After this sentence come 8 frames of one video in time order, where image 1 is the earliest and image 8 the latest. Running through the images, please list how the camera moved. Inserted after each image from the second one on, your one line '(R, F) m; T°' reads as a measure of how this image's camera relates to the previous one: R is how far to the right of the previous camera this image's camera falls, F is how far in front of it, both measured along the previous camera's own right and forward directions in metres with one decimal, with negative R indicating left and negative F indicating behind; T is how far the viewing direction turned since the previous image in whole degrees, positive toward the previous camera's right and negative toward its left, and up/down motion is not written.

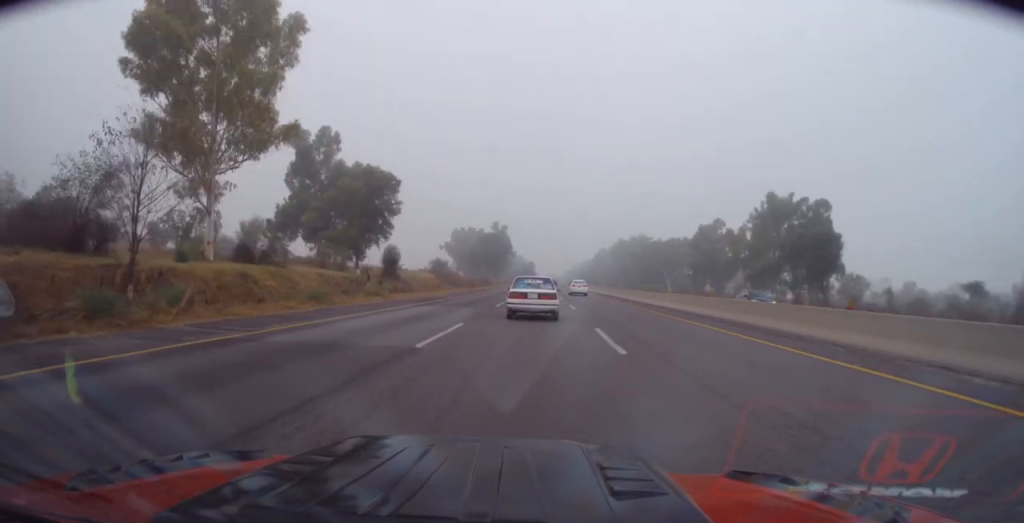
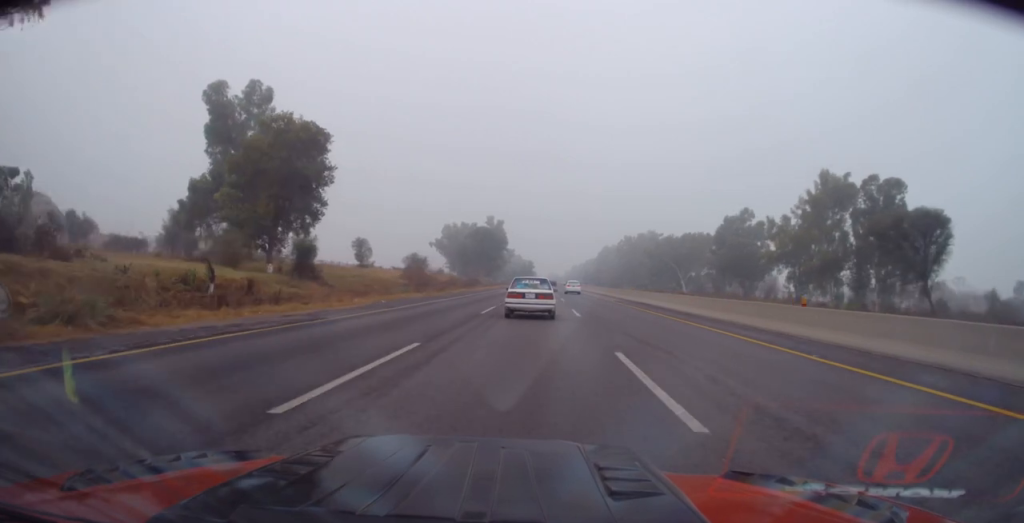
(-0.2, +23.5) m; 0°
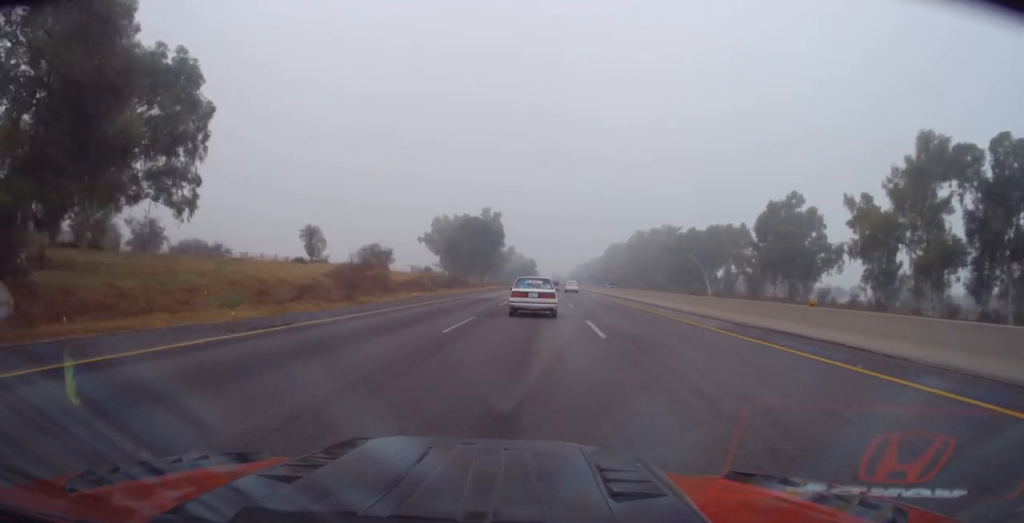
(0.0, +26.5) m; 0°
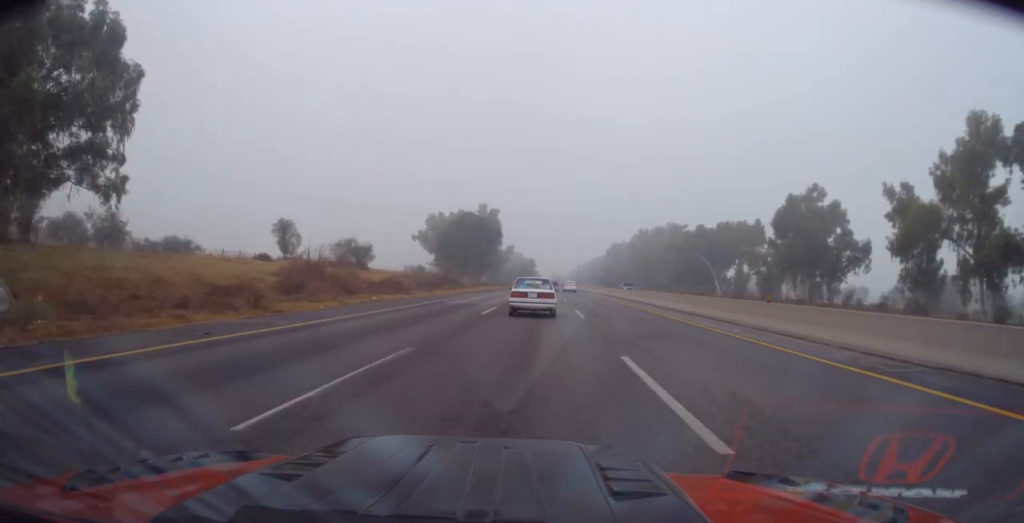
(0.0, +9.6) m; 0°
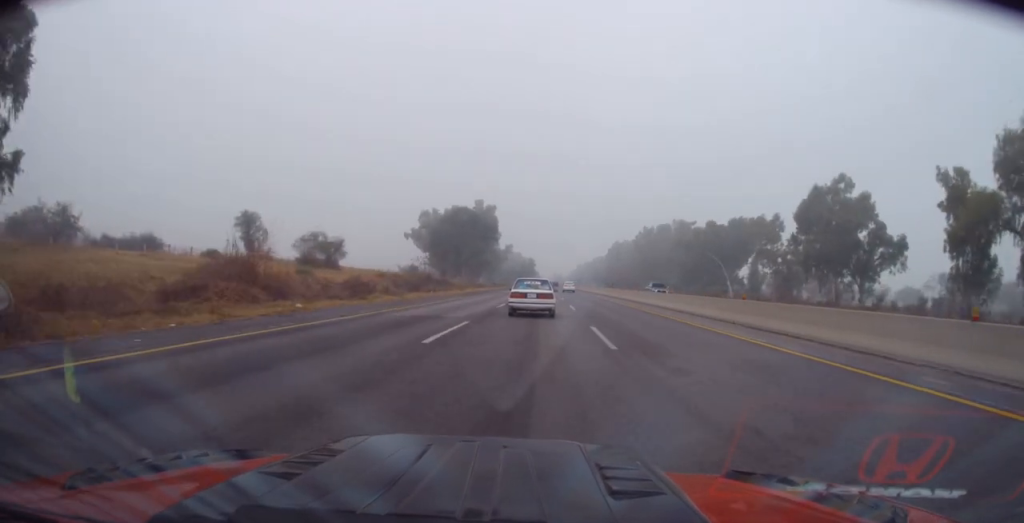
(0.0, +10.4) m; 0°
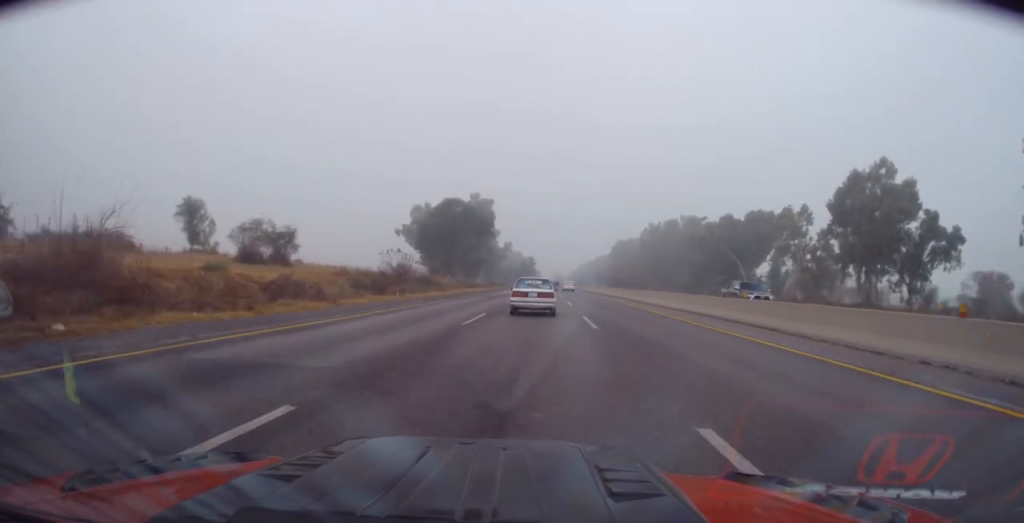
(0.0, +12.6) m; 0°
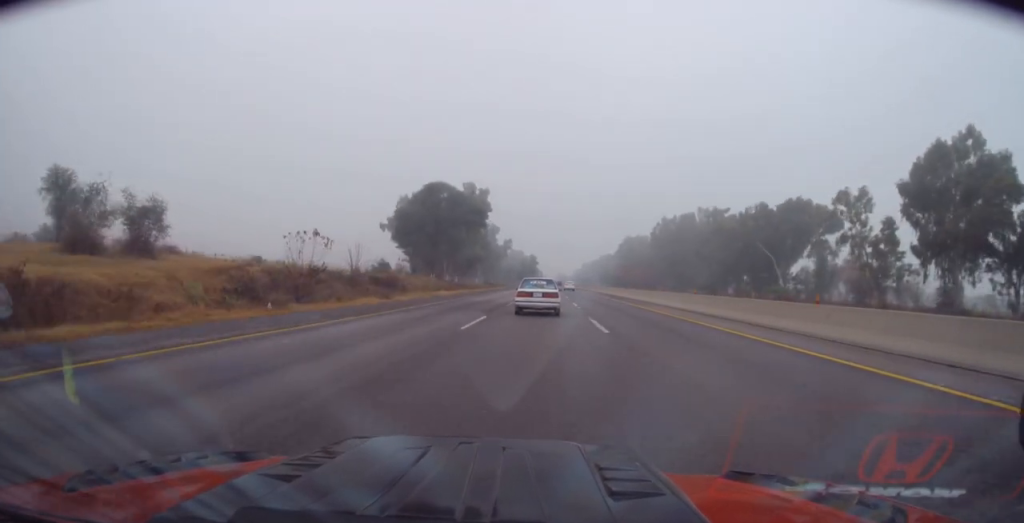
(0.0, +19.3) m; 0°
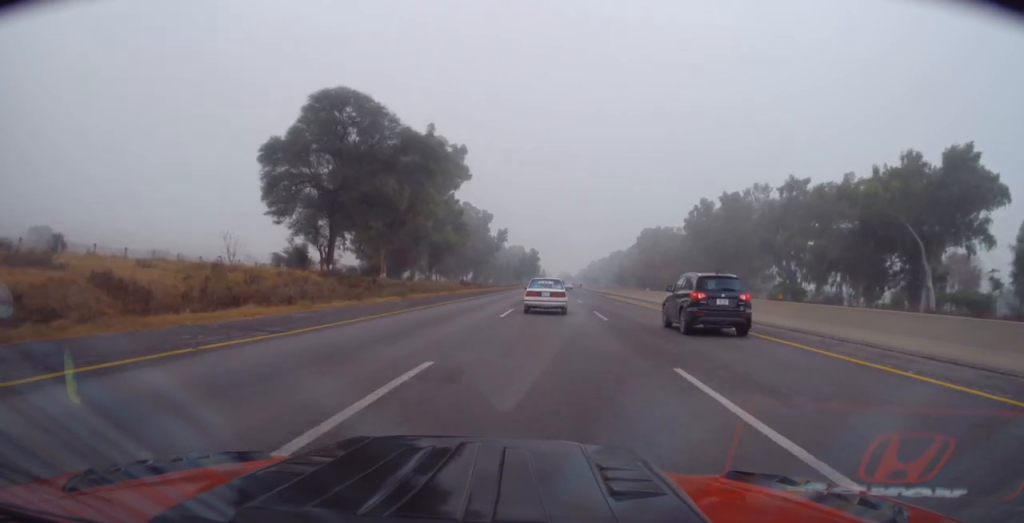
(-0.3, +48.1) m; 0°
